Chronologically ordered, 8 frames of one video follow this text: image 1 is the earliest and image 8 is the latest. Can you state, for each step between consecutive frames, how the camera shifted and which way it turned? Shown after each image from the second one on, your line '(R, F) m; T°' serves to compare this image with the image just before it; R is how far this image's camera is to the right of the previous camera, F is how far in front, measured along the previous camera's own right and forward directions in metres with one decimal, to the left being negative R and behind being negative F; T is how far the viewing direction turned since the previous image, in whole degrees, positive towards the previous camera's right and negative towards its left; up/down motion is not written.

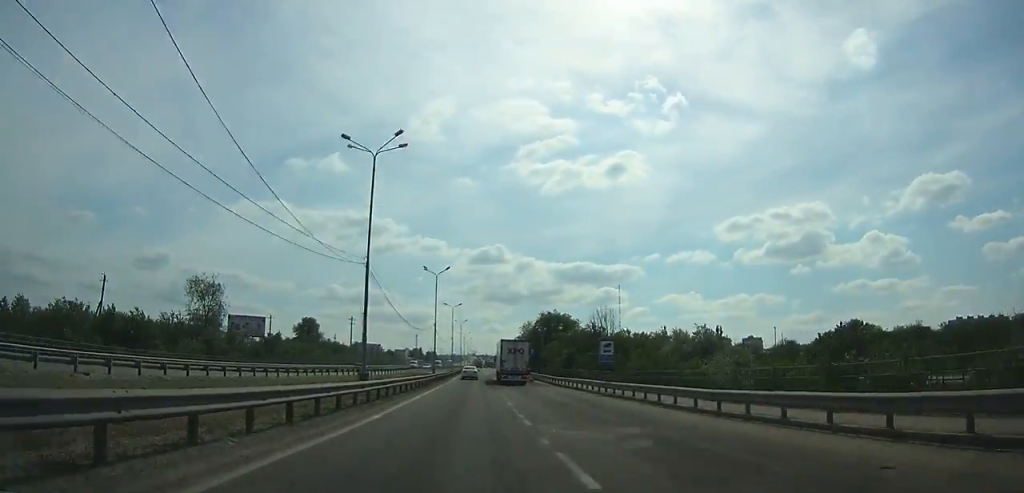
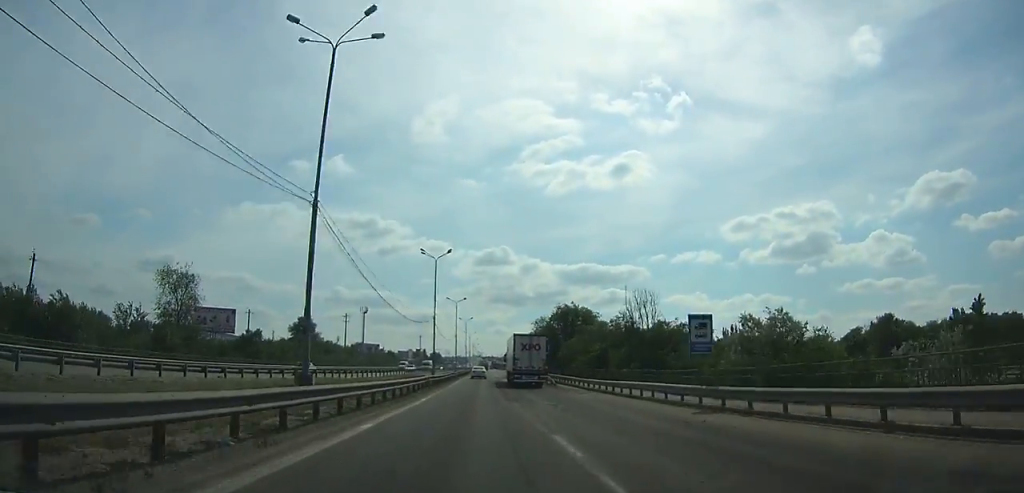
(0.0, +13.0) m; 0°
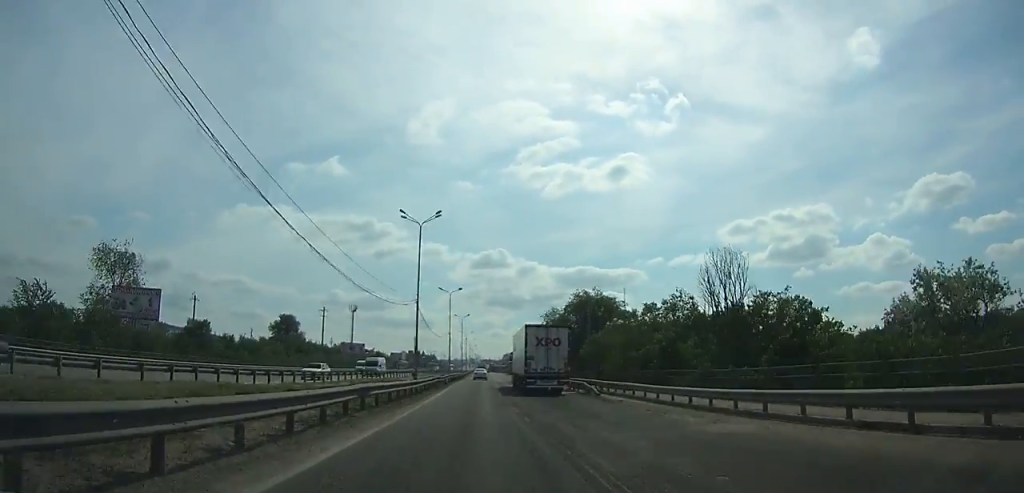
(0.0, +17.6) m; 0°
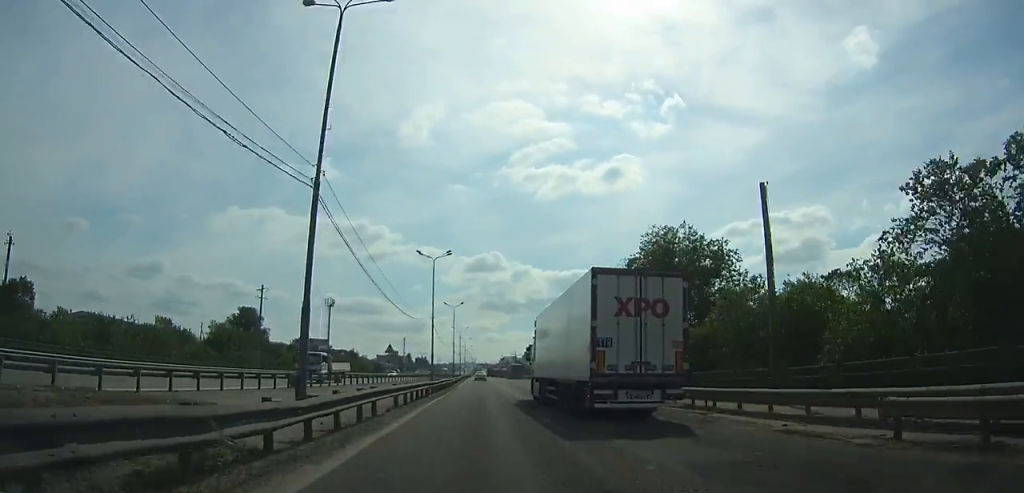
(0.0, +33.2) m; 0°
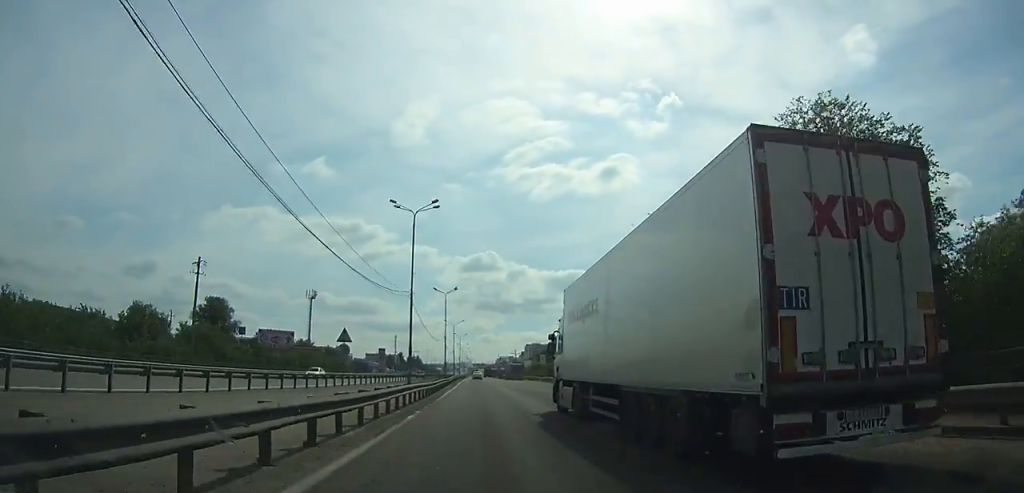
(+0.1, +21.5) m; 0°
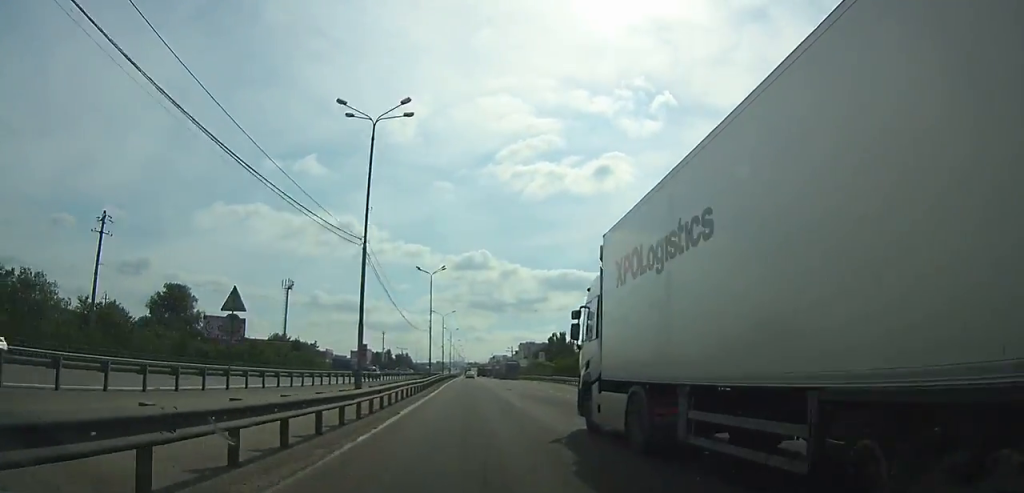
(+0.1, +19.2) m; 0°
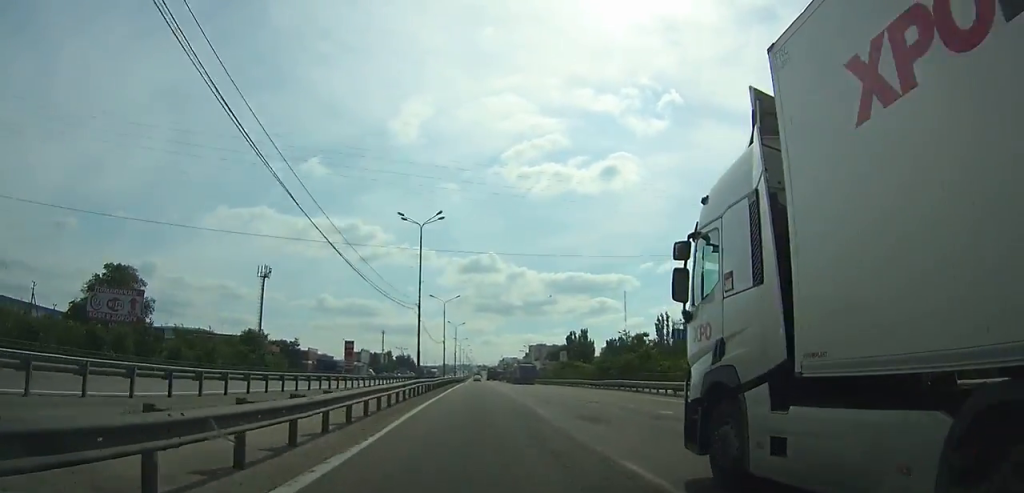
(+0.1, +29.4) m; -1°
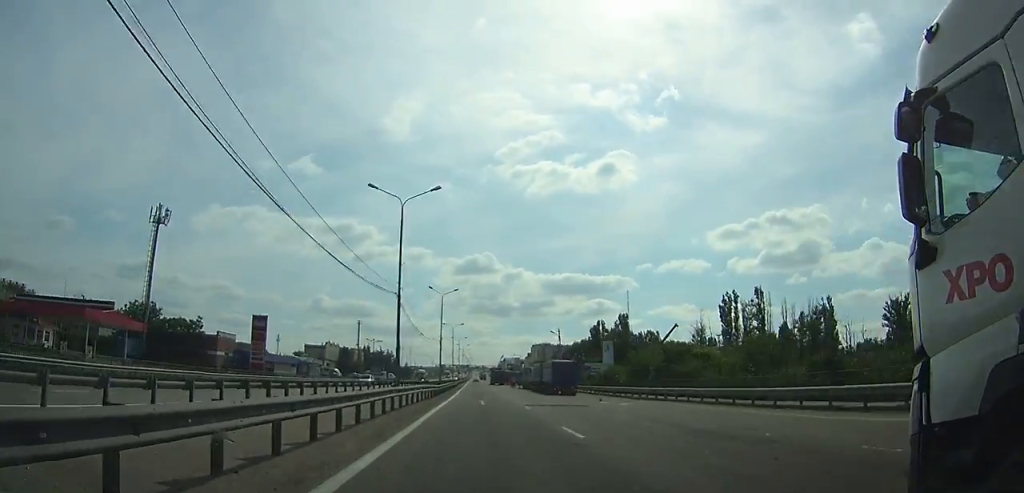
(-0.8, +55.4) m; -1°
